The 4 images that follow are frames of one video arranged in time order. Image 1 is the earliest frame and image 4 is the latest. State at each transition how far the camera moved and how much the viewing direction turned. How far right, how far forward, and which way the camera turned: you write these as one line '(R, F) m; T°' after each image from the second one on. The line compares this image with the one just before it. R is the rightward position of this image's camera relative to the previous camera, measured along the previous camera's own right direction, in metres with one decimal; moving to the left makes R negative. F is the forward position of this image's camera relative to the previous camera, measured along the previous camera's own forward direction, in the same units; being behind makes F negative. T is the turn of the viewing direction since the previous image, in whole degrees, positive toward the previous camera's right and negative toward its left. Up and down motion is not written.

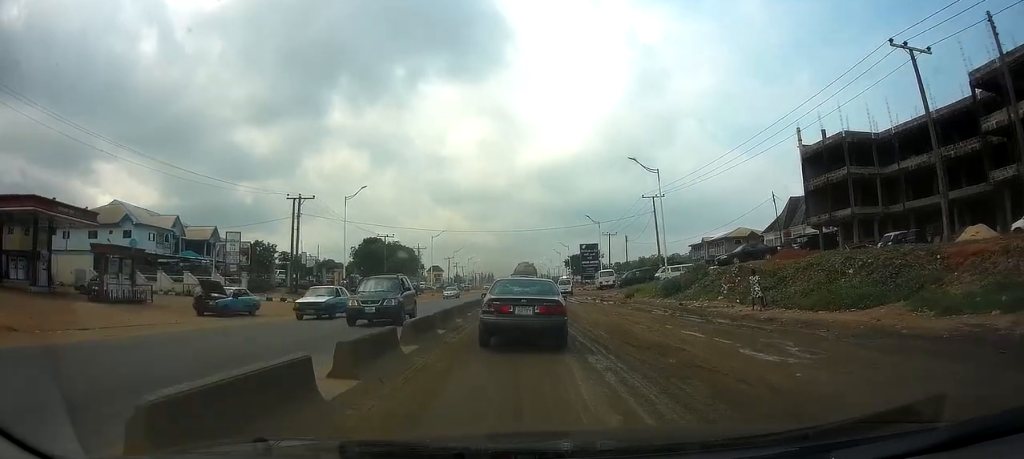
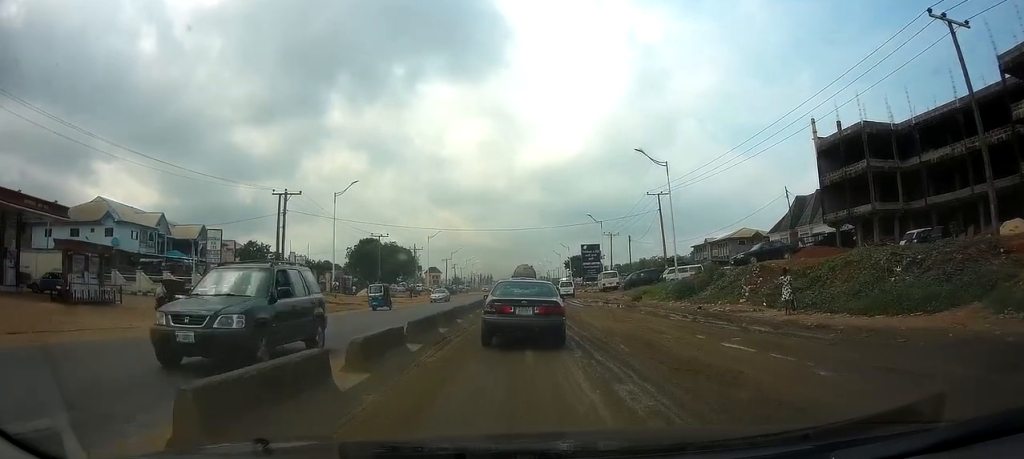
(+0.1, +3.1) m; 0°
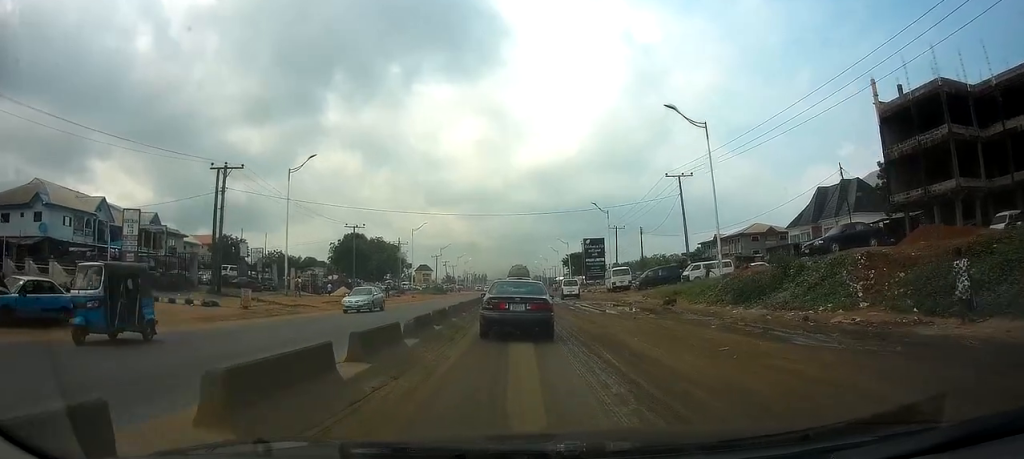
(0.0, +10.5) m; 0°
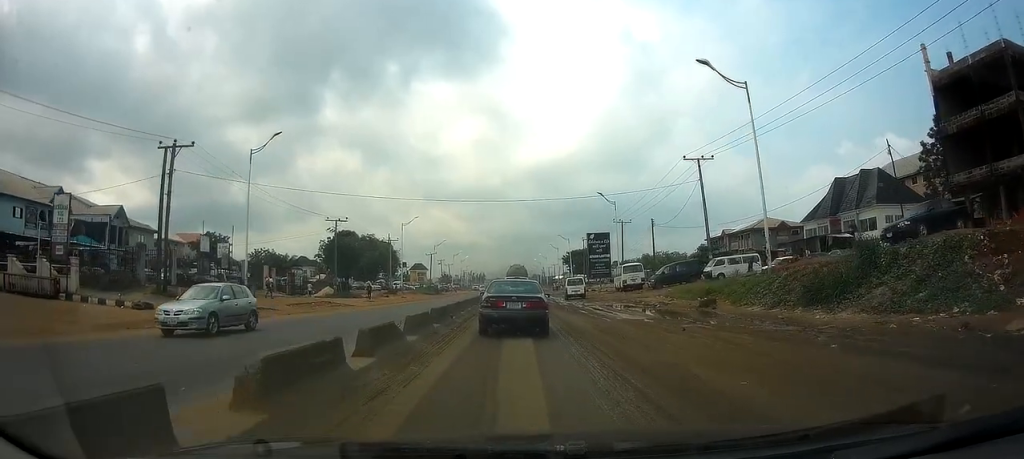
(0.0, +6.7) m; +1°
